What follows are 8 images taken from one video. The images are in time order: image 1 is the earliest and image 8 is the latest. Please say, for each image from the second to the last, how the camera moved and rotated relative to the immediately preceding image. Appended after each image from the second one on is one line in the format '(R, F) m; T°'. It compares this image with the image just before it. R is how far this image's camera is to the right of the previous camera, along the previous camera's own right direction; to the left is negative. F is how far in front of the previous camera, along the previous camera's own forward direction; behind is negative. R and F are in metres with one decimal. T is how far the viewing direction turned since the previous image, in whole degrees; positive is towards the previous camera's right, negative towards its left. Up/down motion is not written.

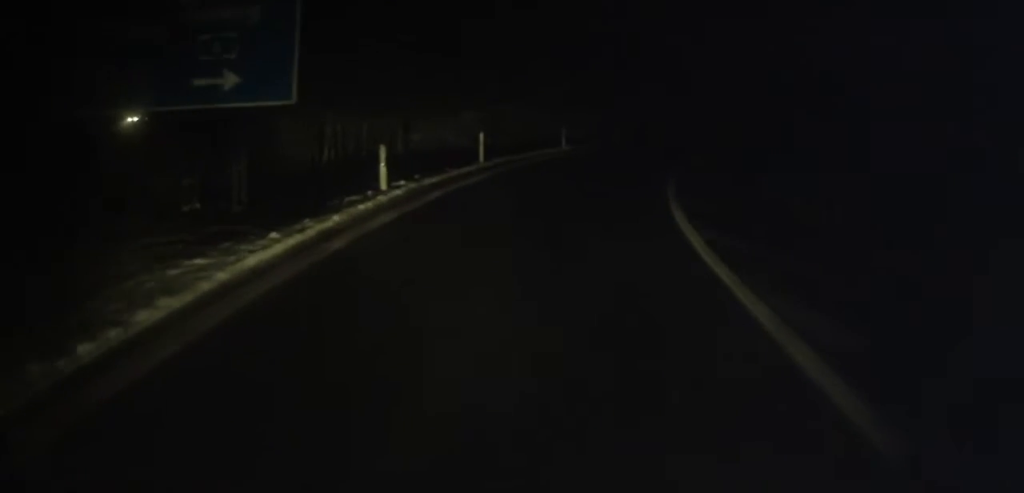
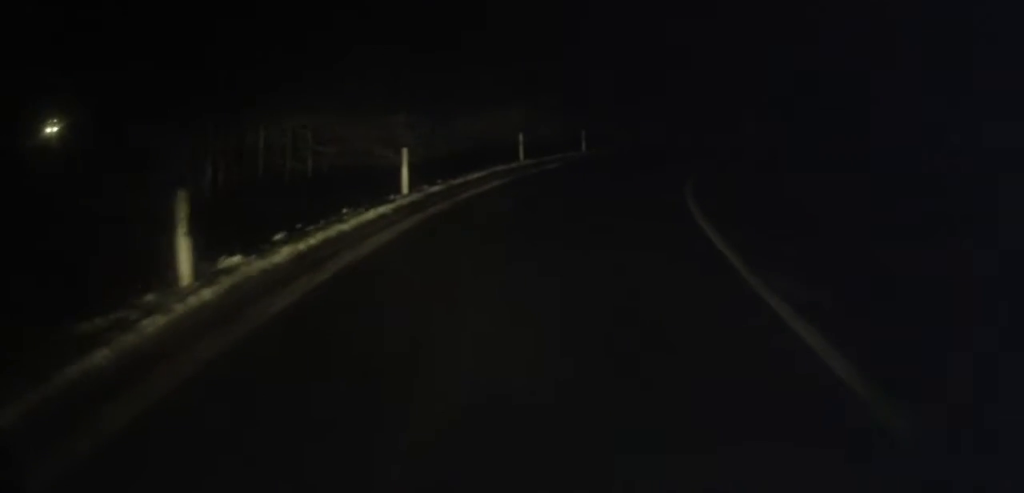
(+0.3, +8.3) m; +4°
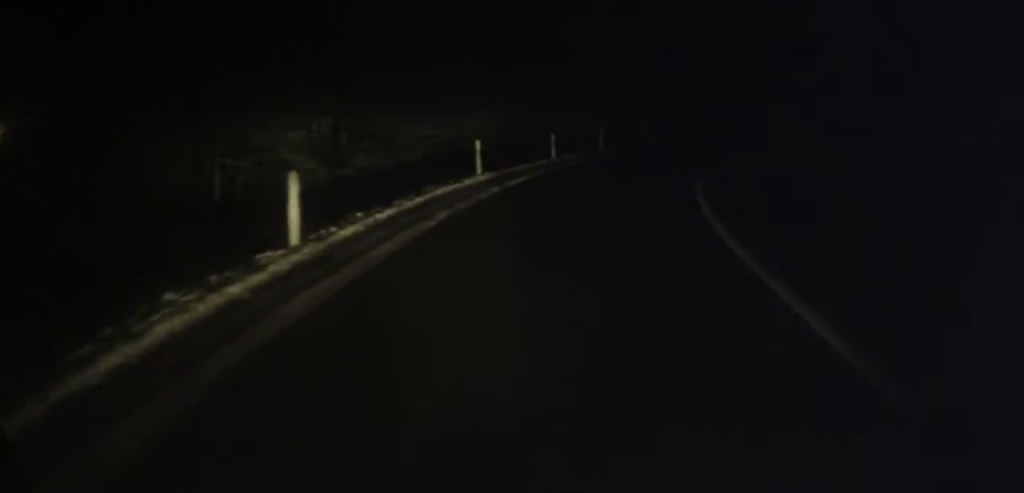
(+0.1, +5.9) m; +4°
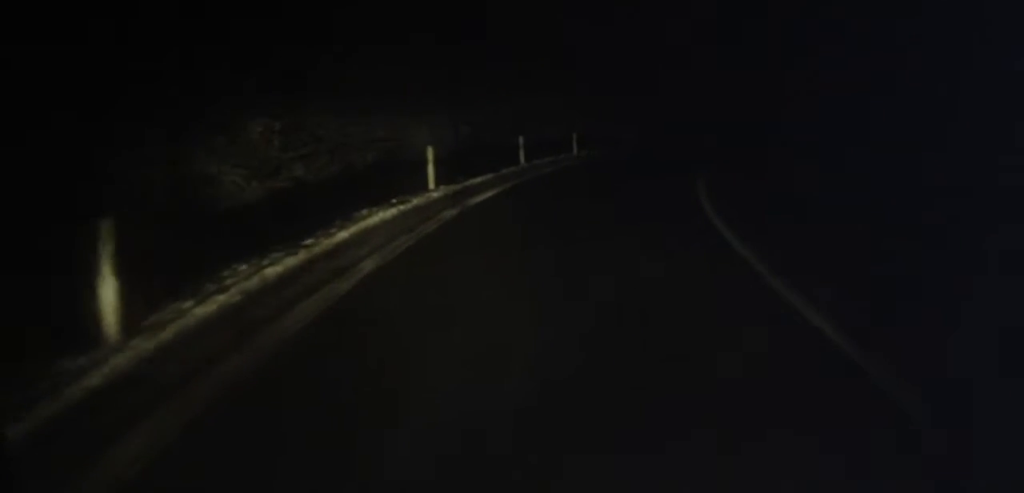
(+0.1, +4.1) m; +4°
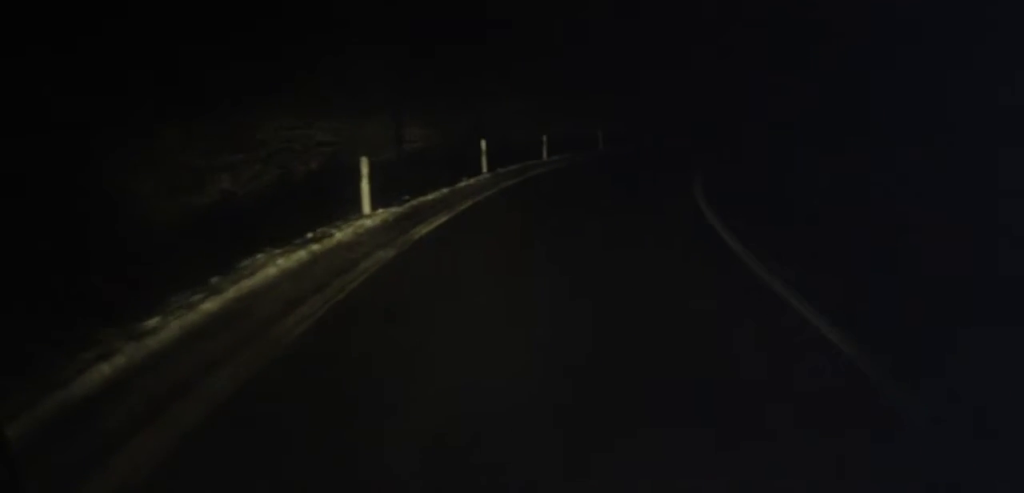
(-0.1, +3.8) m; +4°
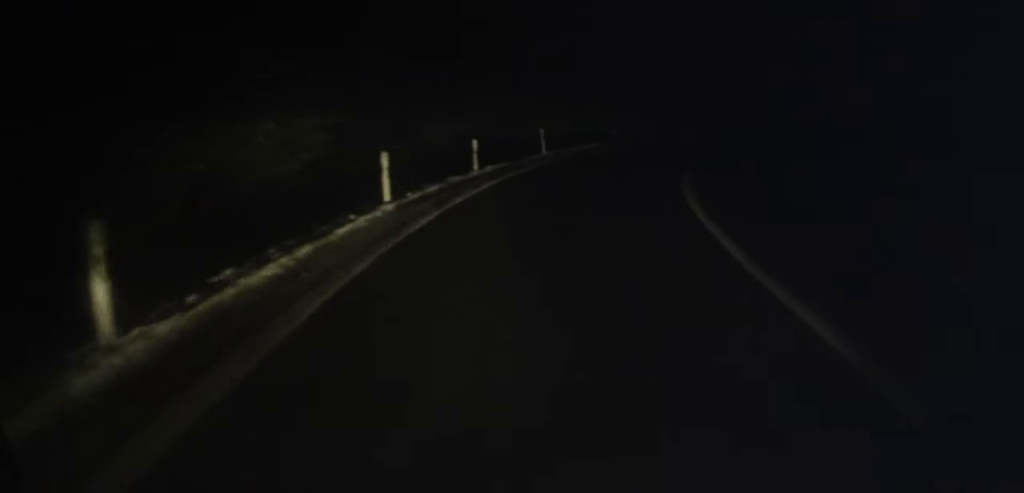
(+0.7, +6.7) m; +6°
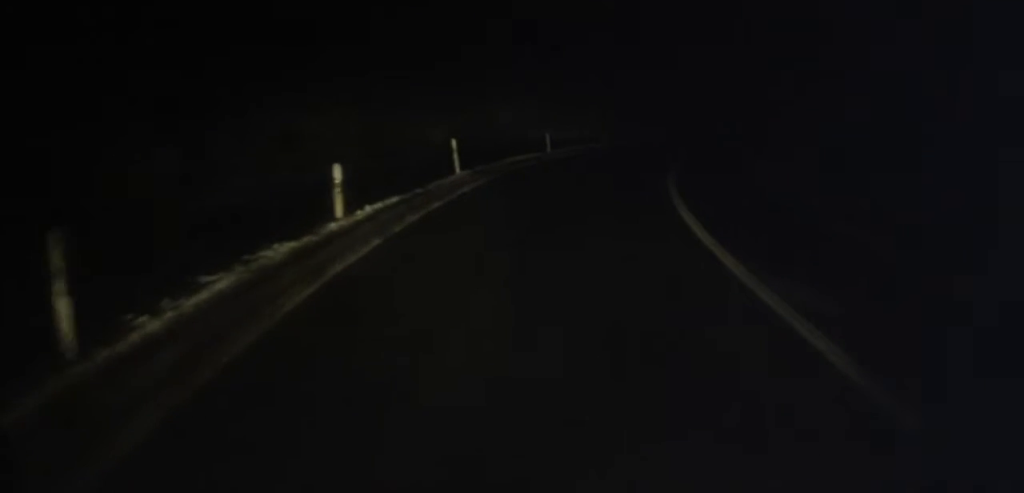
(+0.5, +8.7) m; +5°
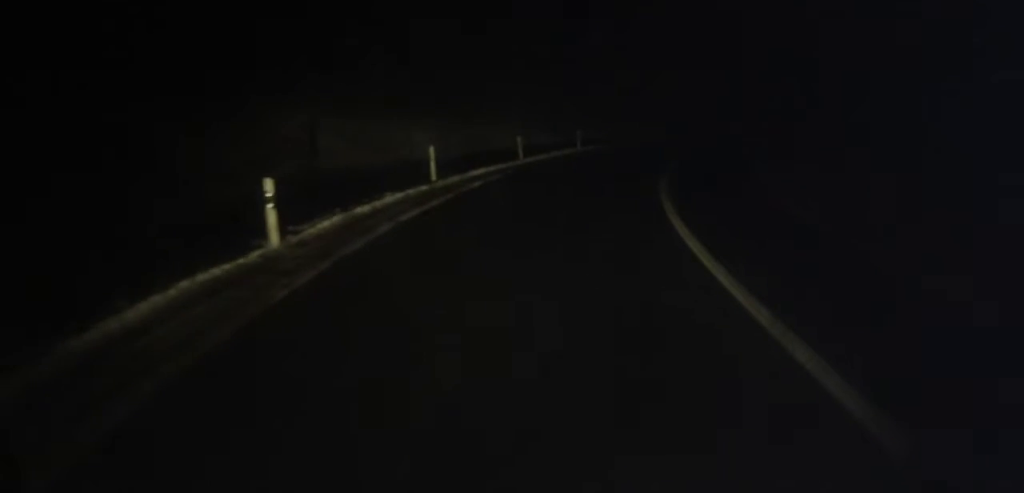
(+3.7, +20.5) m; +19°
